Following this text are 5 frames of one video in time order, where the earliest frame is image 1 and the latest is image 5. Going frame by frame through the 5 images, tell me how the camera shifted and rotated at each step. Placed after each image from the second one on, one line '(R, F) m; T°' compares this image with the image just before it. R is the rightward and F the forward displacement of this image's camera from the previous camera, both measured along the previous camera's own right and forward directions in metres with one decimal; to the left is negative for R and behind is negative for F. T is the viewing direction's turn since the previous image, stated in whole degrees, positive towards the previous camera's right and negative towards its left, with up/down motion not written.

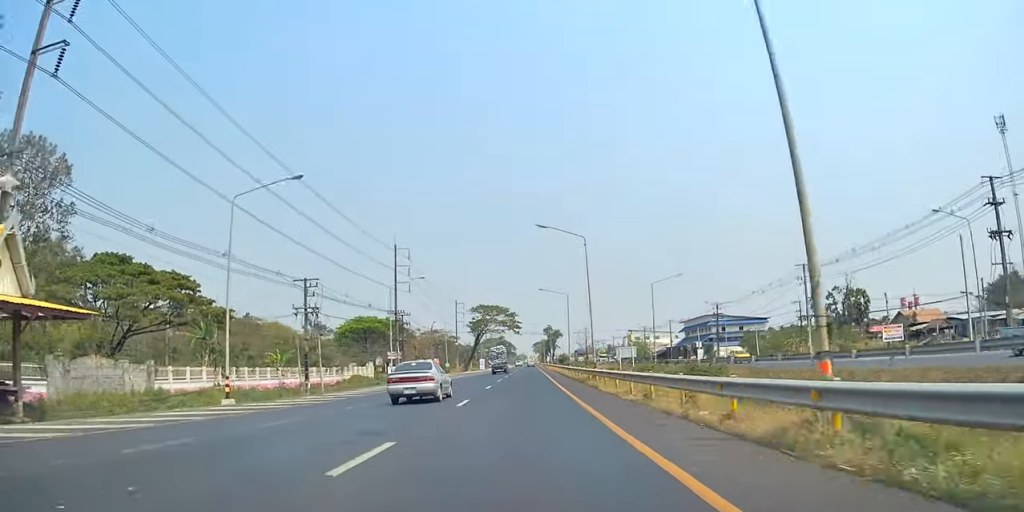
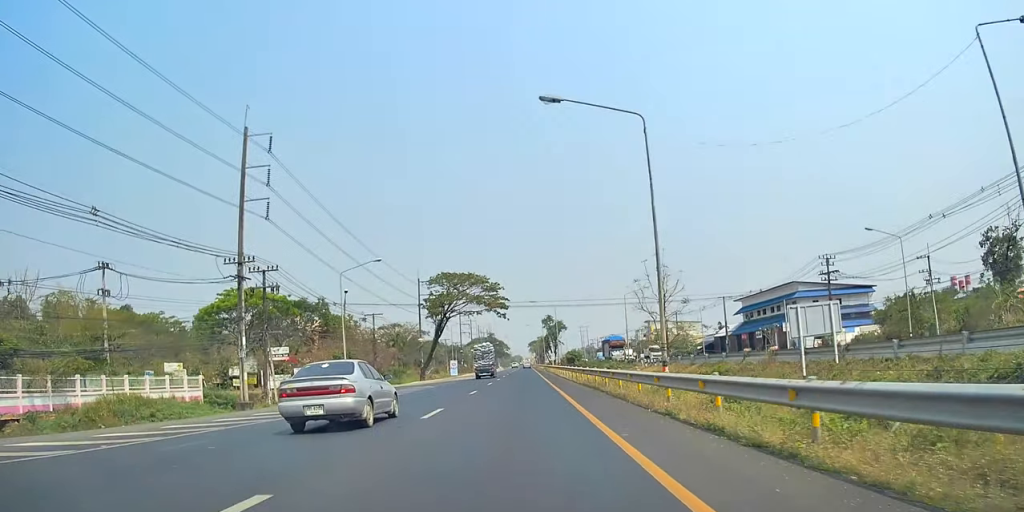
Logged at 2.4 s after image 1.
(-0.8, +52.7) m; +1°
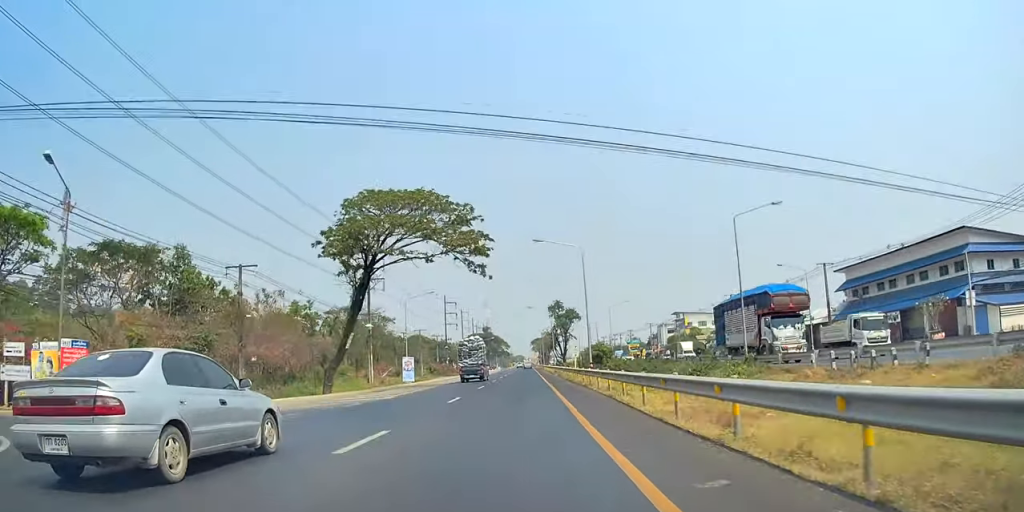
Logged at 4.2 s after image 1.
(+0.2, +41.7) m; -2°
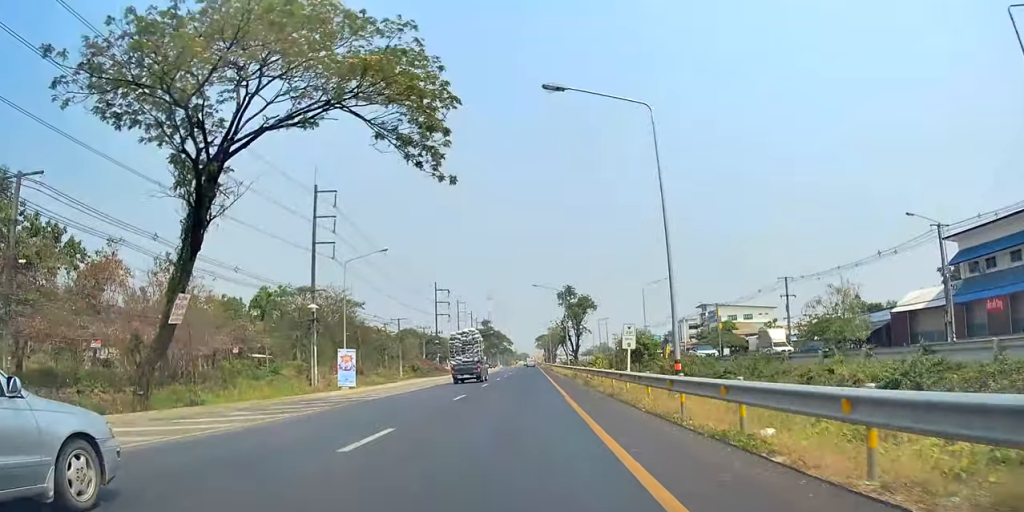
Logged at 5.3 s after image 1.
(-0.2, +24.4) m; 0°
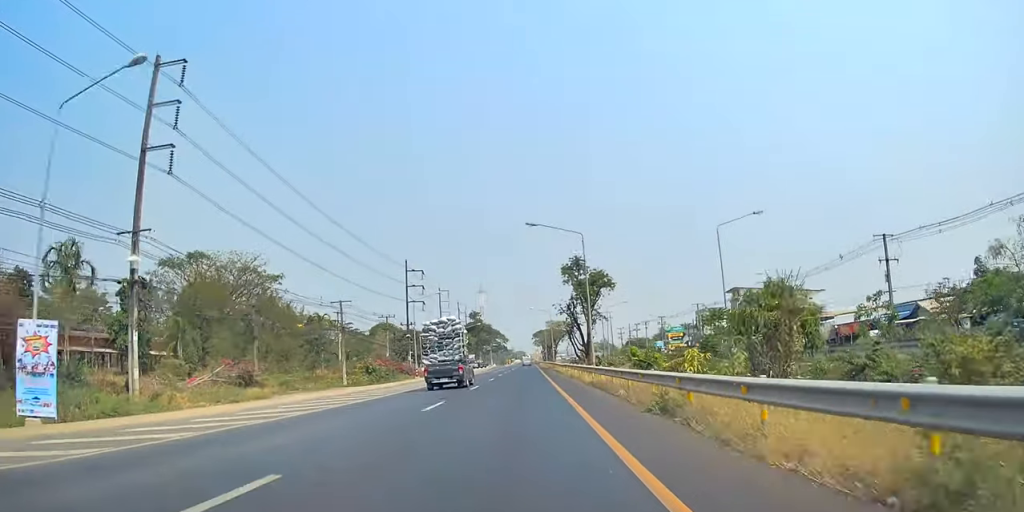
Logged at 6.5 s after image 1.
(+0.2, +28.1) m; +2°
